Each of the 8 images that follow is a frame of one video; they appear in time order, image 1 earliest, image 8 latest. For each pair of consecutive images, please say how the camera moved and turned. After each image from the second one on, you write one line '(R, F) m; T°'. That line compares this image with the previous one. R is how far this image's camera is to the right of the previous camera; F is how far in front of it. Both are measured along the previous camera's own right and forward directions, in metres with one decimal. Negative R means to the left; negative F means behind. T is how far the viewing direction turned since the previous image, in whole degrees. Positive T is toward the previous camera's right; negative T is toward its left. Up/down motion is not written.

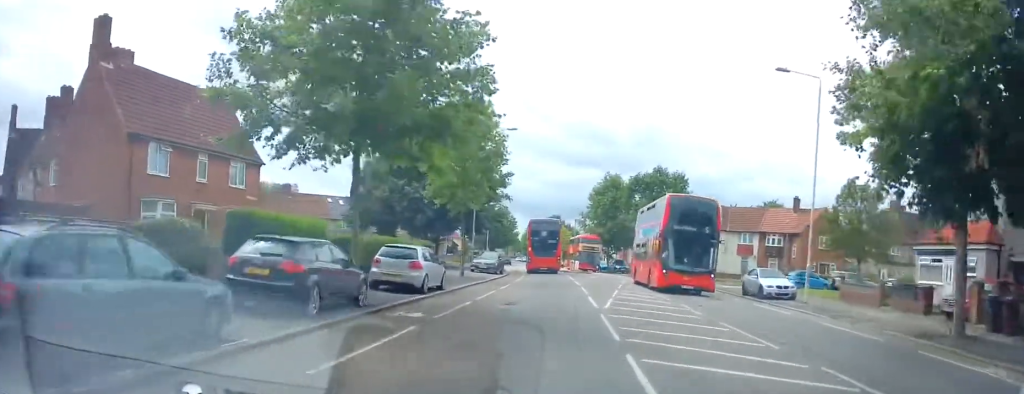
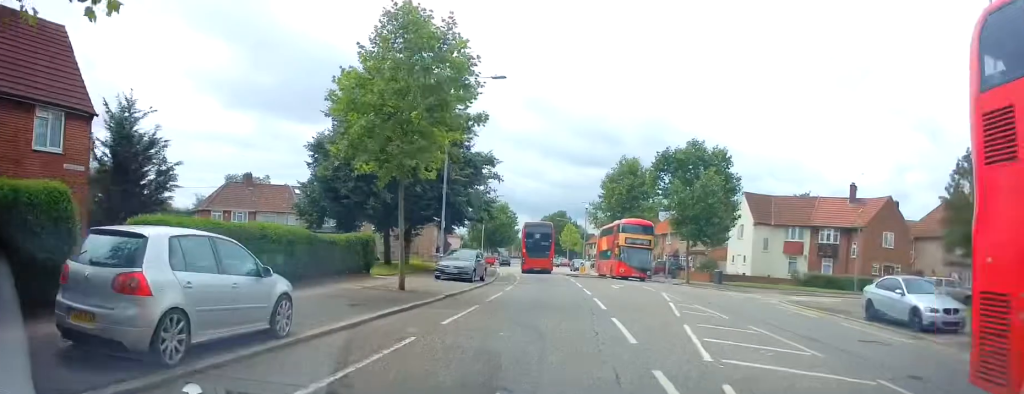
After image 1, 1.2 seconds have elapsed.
(+0.6, +12.5) m; +2°
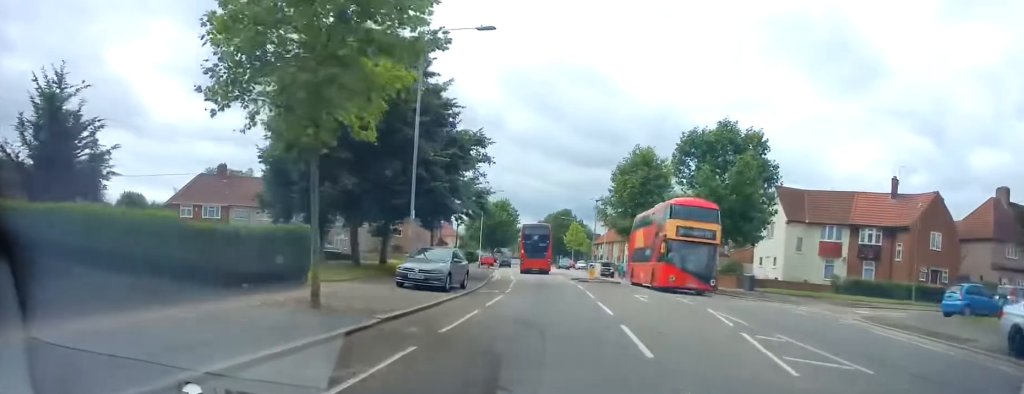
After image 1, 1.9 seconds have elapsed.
(+0.1, +6.8) m; -2°
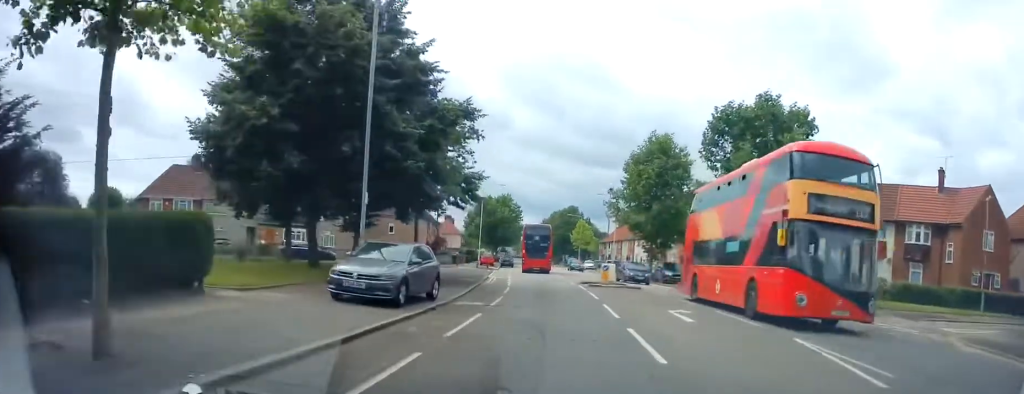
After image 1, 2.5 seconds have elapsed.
(-0.2, +6.1) m; -2°
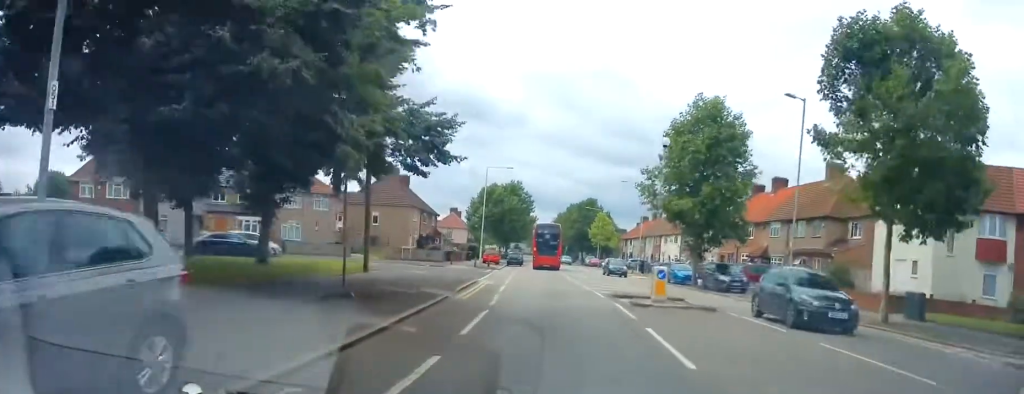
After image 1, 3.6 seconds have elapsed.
(-0.3, +11.7) m; -2°
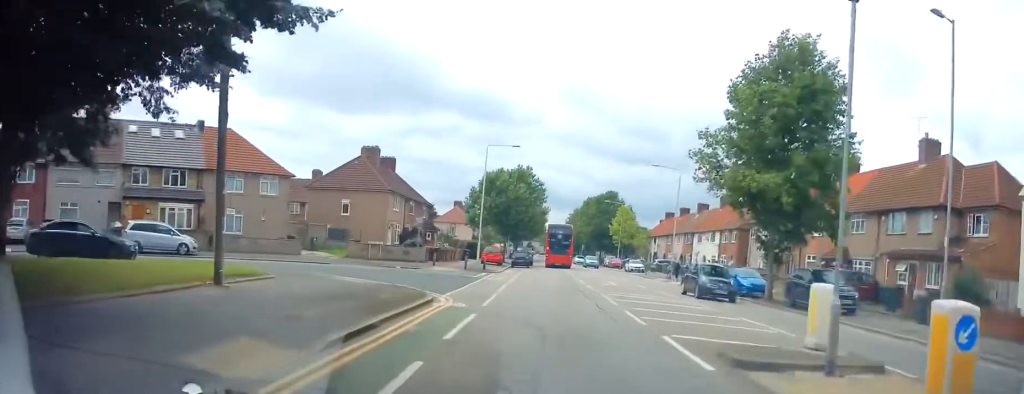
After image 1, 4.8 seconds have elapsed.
(0.0, +12.1) m; 0°
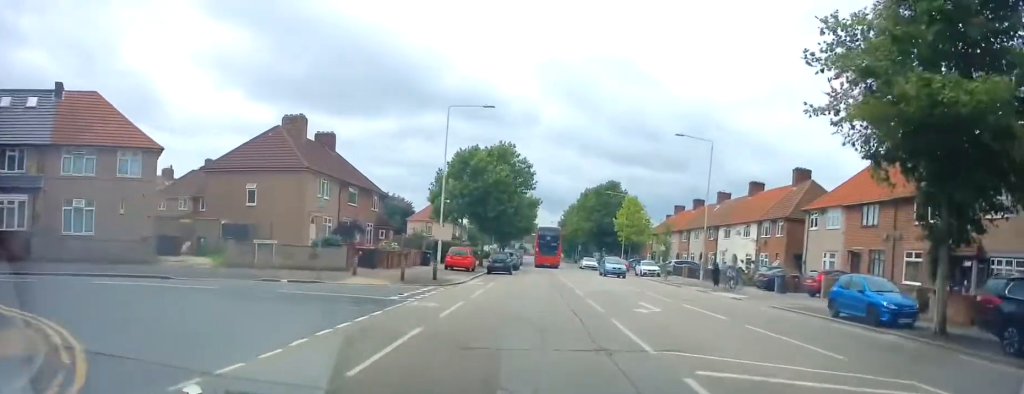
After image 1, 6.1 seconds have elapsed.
(+0.2, +13.8) m; +3°
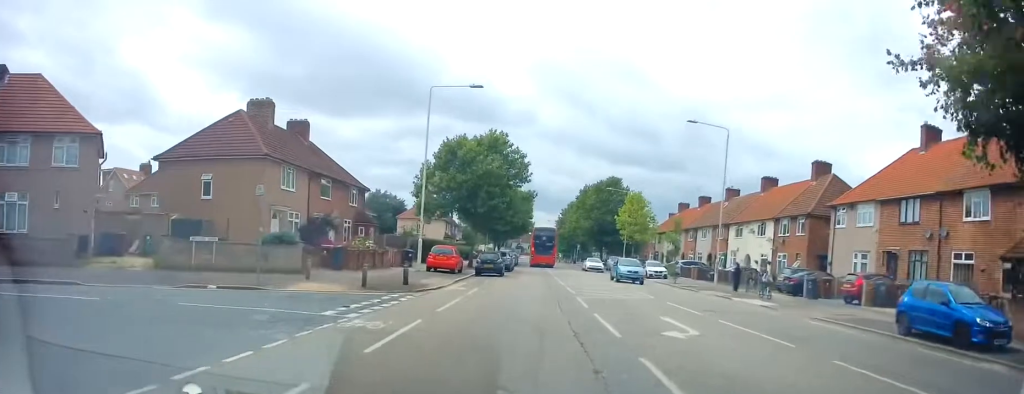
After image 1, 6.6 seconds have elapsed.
(+0.2, +4.4) m; 0°
